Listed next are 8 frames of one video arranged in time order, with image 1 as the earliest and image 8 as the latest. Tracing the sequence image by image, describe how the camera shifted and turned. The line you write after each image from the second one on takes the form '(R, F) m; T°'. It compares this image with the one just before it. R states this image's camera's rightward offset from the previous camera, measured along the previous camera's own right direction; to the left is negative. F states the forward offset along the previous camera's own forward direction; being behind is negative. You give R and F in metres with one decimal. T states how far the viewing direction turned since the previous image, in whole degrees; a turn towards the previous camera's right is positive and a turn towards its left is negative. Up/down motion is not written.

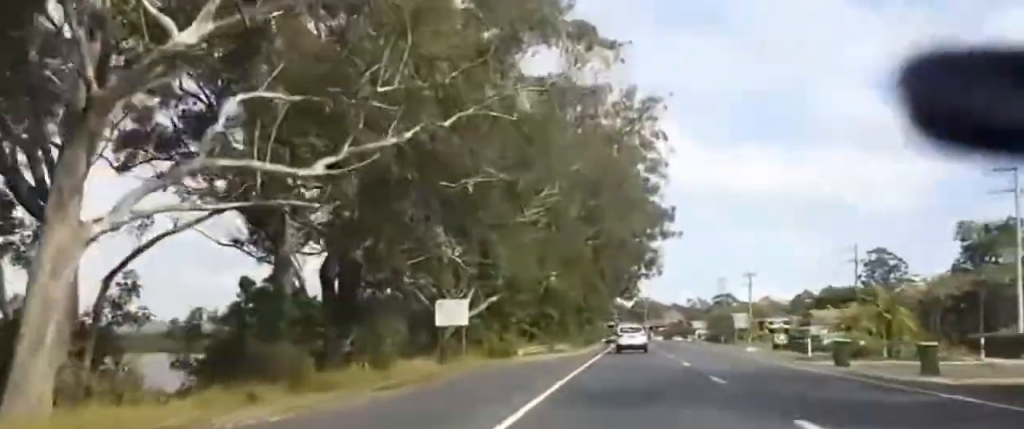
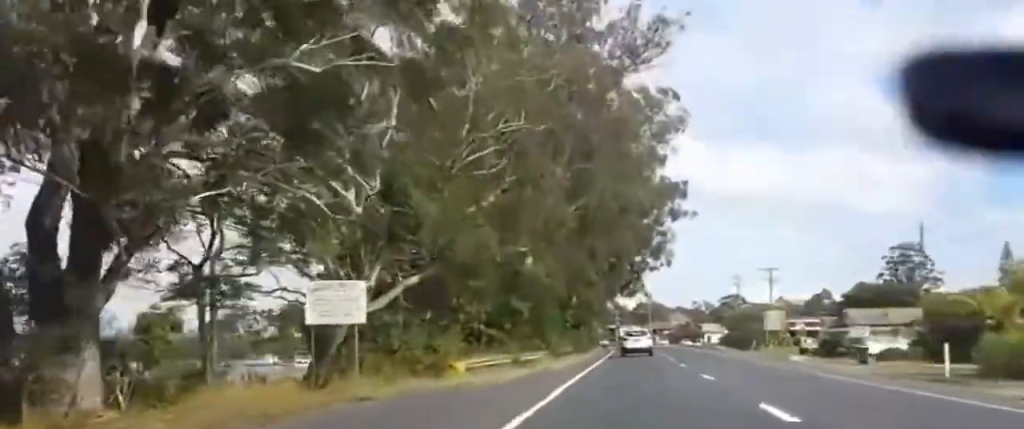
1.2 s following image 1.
(0.0, +20.3) m; -1°
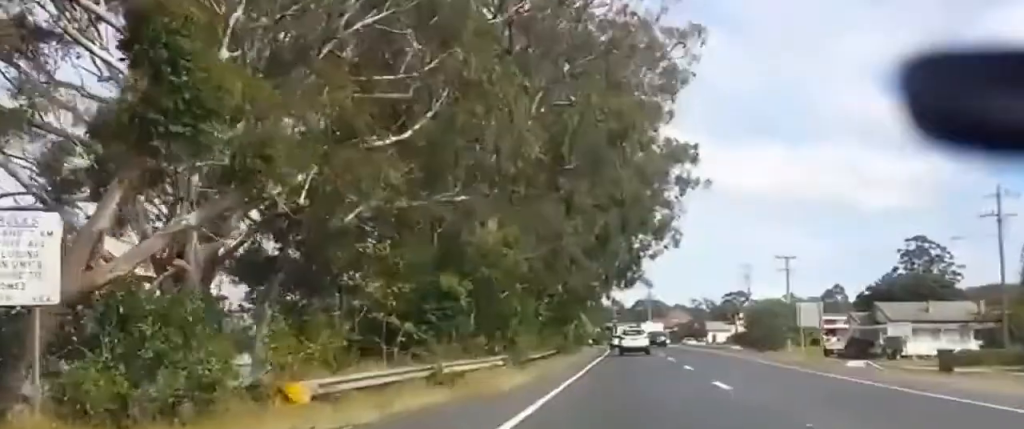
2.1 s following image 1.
(-0.2, +16.3) m; 0°
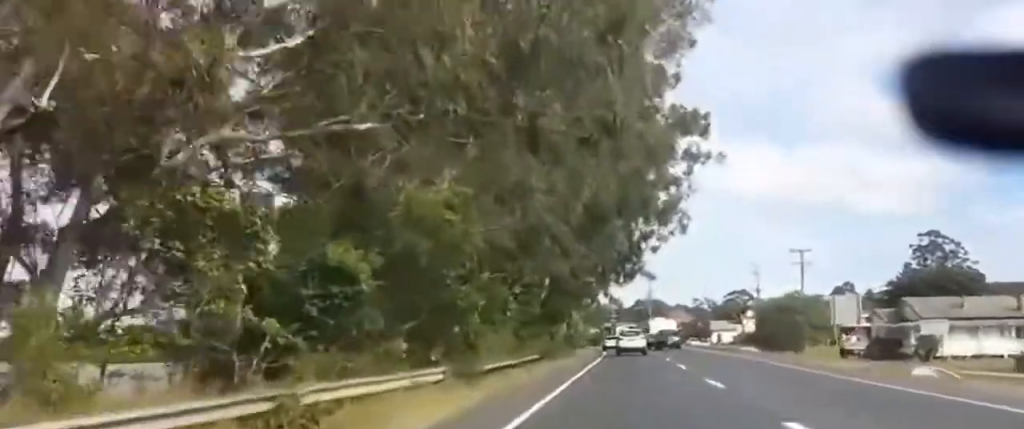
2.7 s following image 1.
(0.0, +10.5) m; +1°
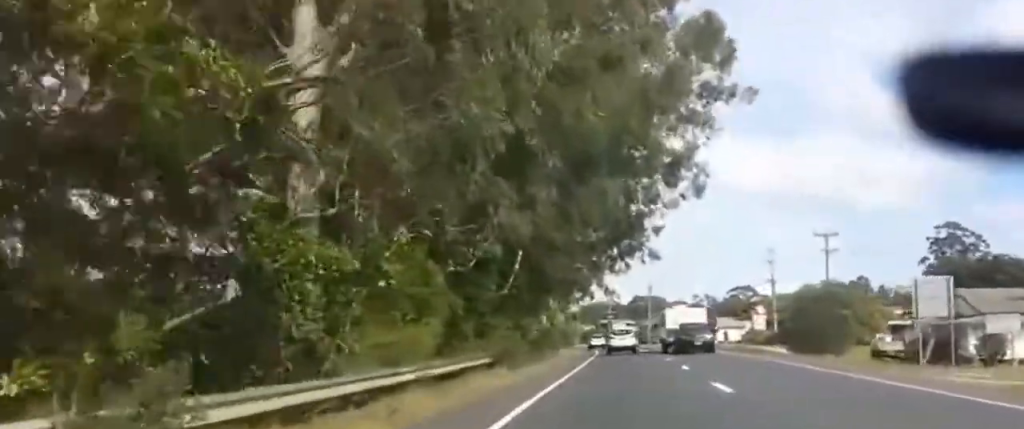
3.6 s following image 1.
(+0.3, +15.1) m; 0°
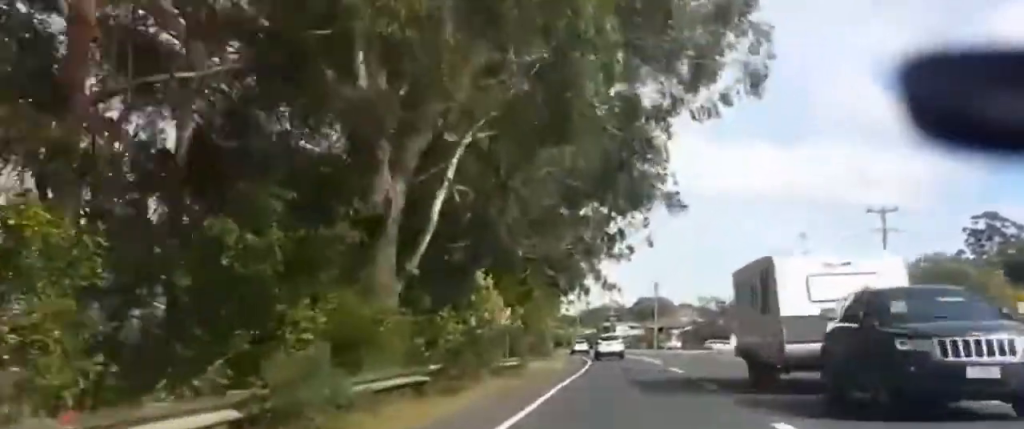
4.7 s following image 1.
(-0.2, +20.5) m; -1°
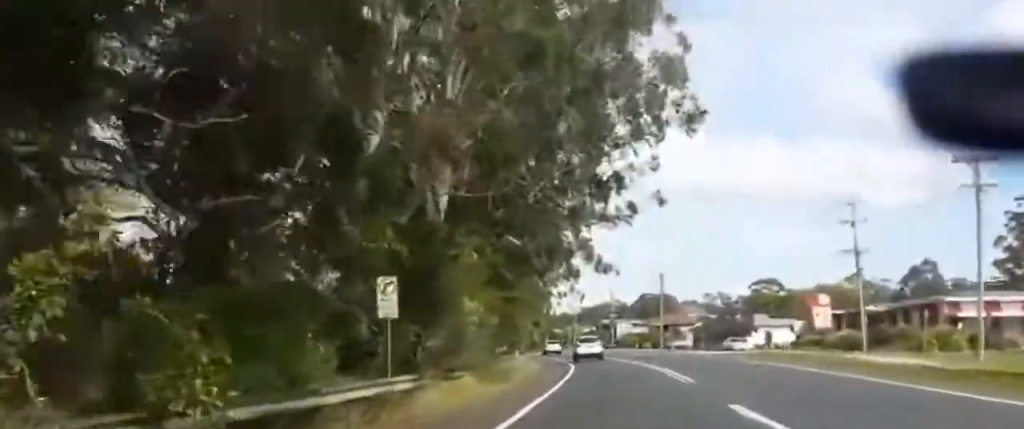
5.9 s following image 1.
(0.0, +20.9) m; 0°
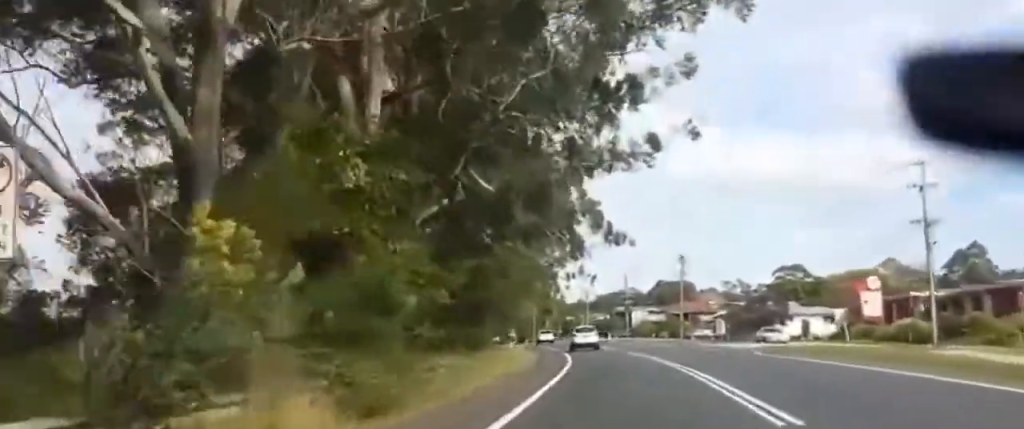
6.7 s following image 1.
(0.0, +13.9) m; -1°
